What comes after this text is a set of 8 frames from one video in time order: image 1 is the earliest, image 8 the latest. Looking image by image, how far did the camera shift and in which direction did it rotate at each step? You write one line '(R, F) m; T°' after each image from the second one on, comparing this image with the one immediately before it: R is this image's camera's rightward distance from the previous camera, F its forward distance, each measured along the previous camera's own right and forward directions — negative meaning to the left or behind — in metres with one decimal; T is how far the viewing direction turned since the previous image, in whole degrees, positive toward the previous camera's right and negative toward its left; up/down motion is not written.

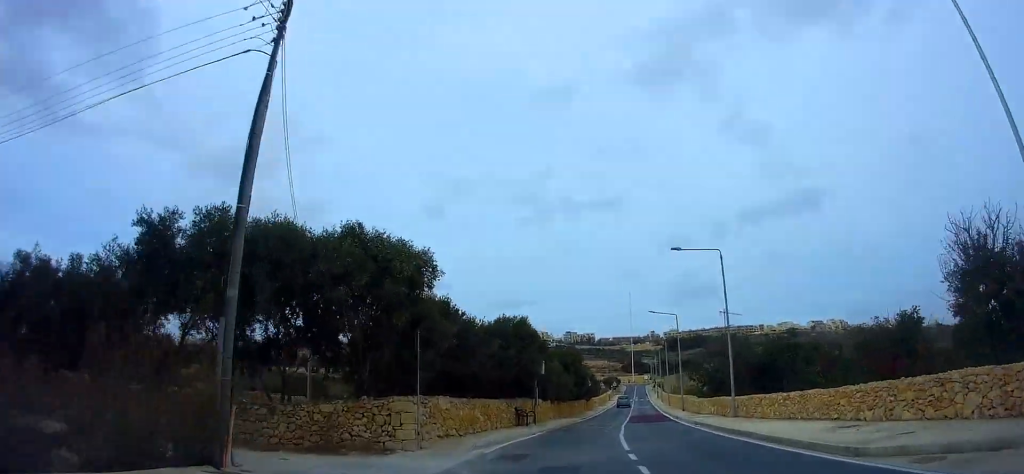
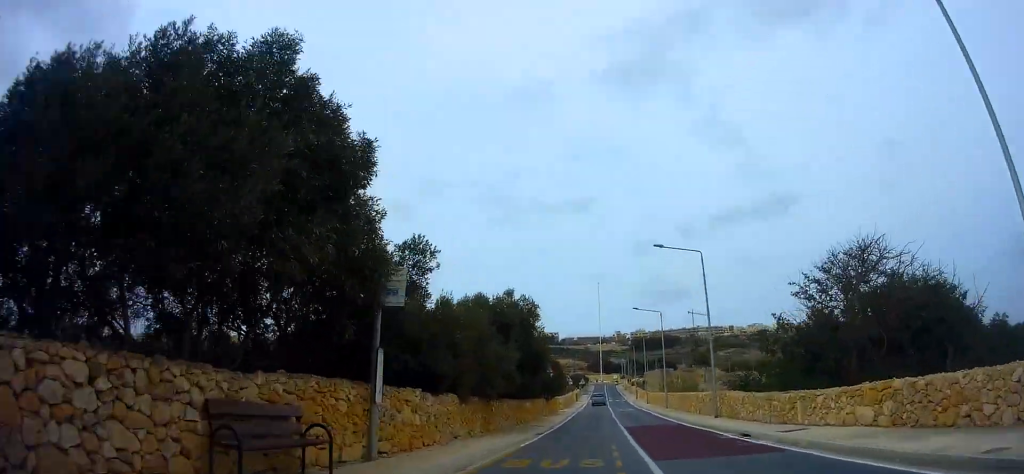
(+0.8, +20.0) m; +5°
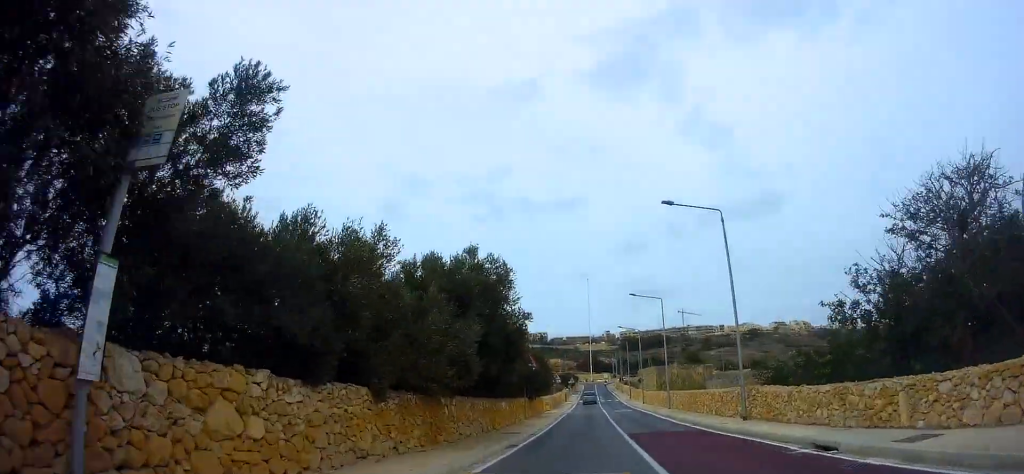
(+0.1, +5.9) m; +1°
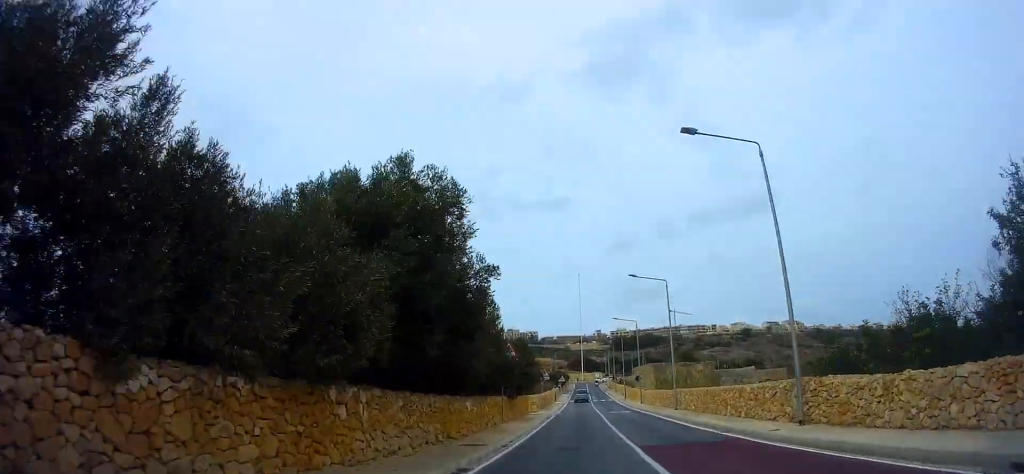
(0.0, +6.0) m; 0°
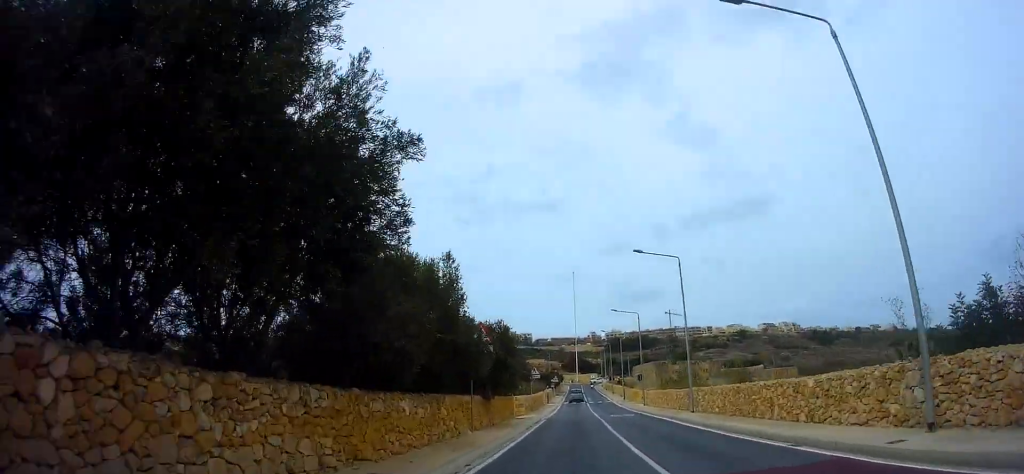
(0.0, +6.0) m; 0°
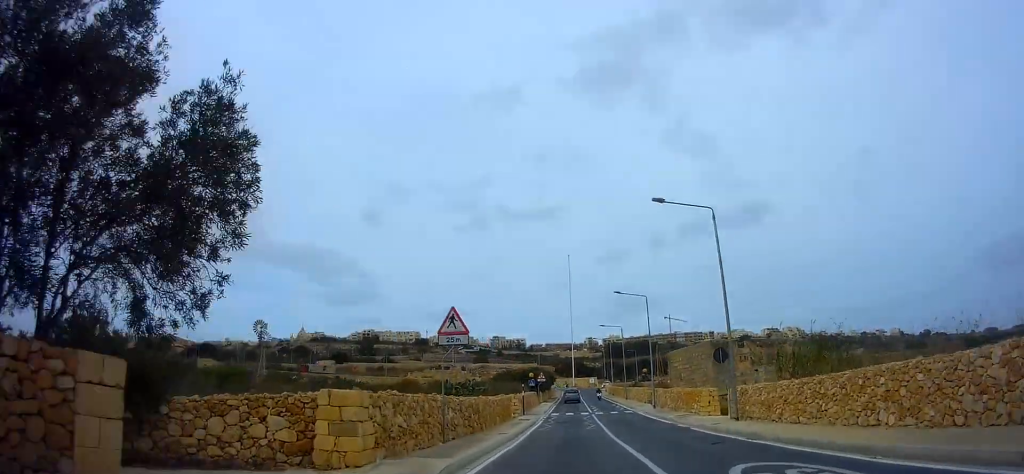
(0.0, +28.0) m; +3°
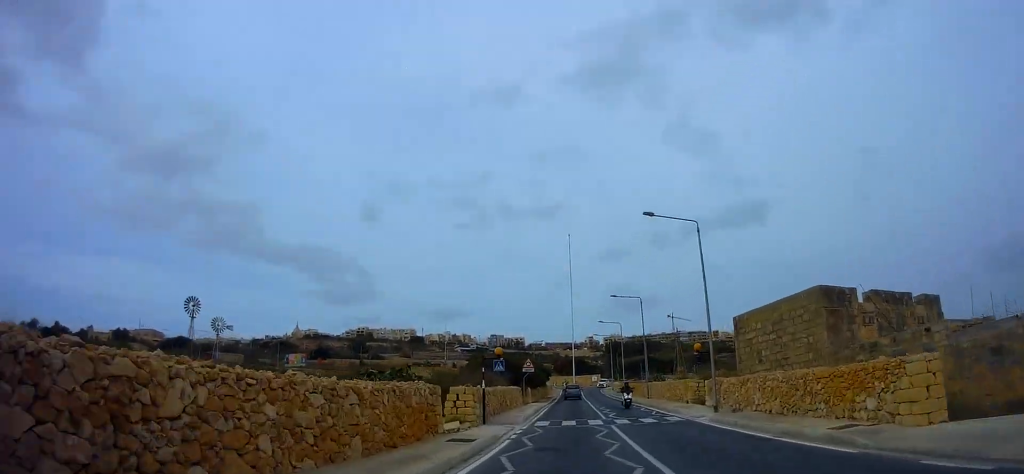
(+0.7, +17.3) m; 0°
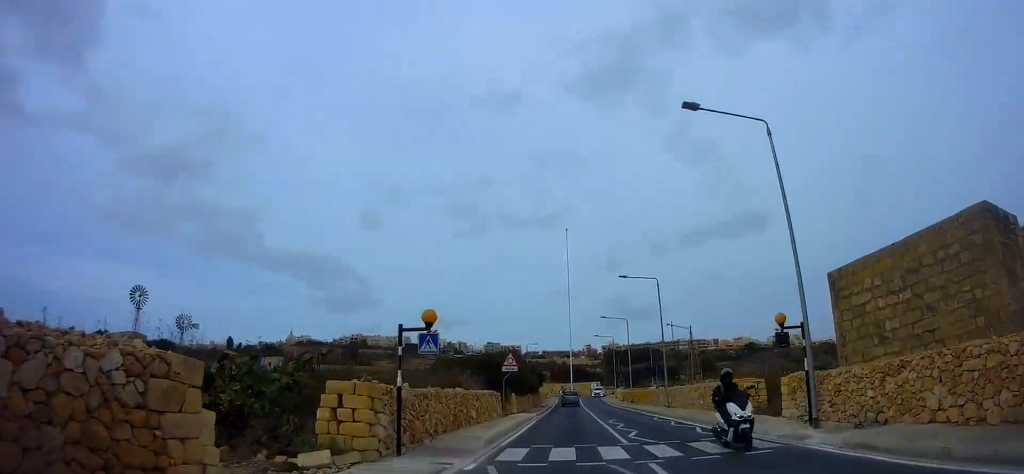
(-0.4, +10.3) m; -2°
